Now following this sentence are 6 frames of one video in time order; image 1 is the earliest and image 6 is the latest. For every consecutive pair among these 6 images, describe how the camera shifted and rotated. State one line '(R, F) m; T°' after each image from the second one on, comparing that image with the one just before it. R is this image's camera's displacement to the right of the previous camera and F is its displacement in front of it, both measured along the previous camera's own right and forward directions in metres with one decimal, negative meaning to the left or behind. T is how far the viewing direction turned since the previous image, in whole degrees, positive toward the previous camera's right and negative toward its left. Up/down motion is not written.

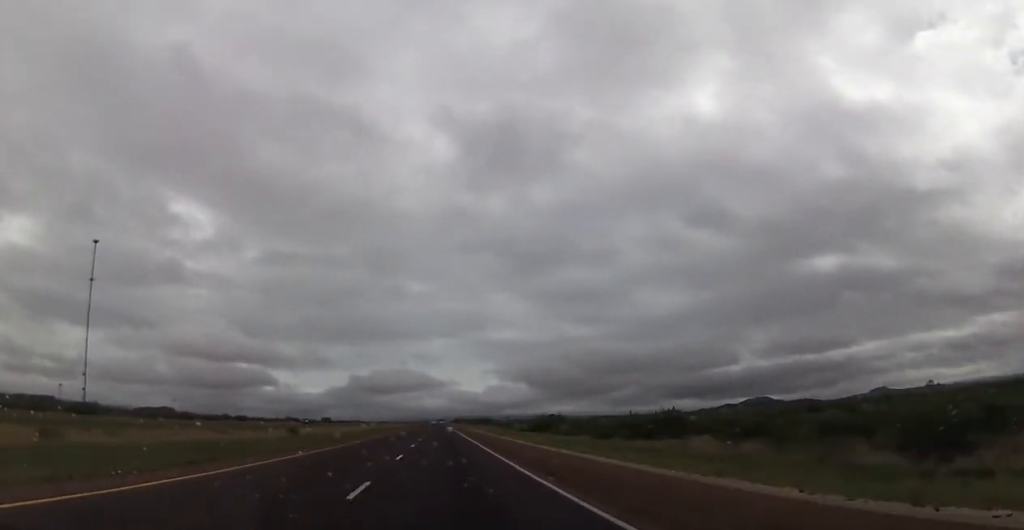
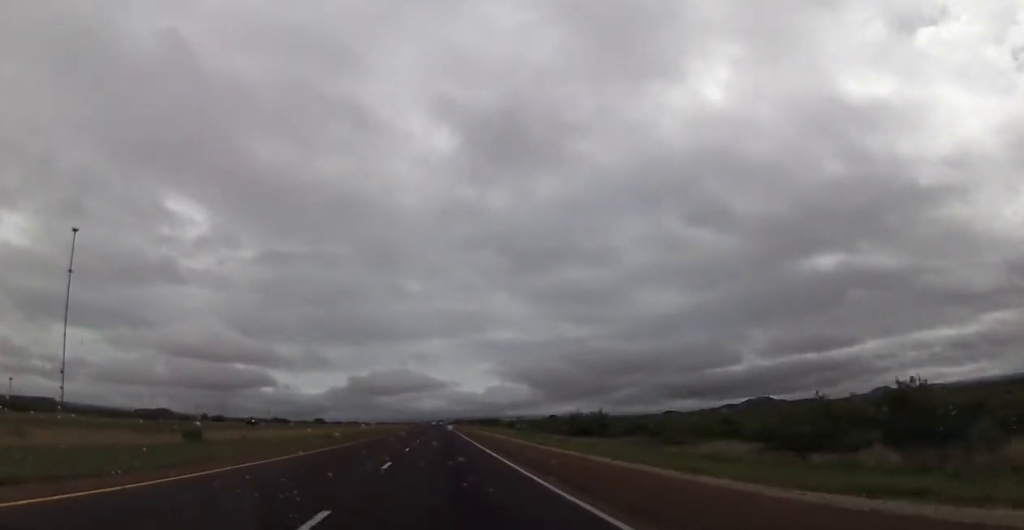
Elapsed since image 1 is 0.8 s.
(-0.5, +29.2) m; -1°
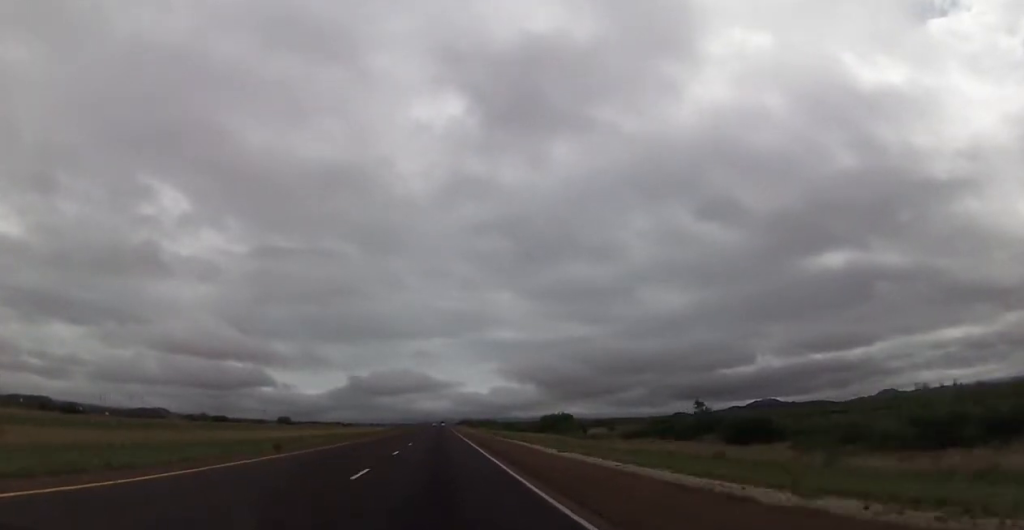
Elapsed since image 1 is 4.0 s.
(-0.1, +112.6) m; 0°
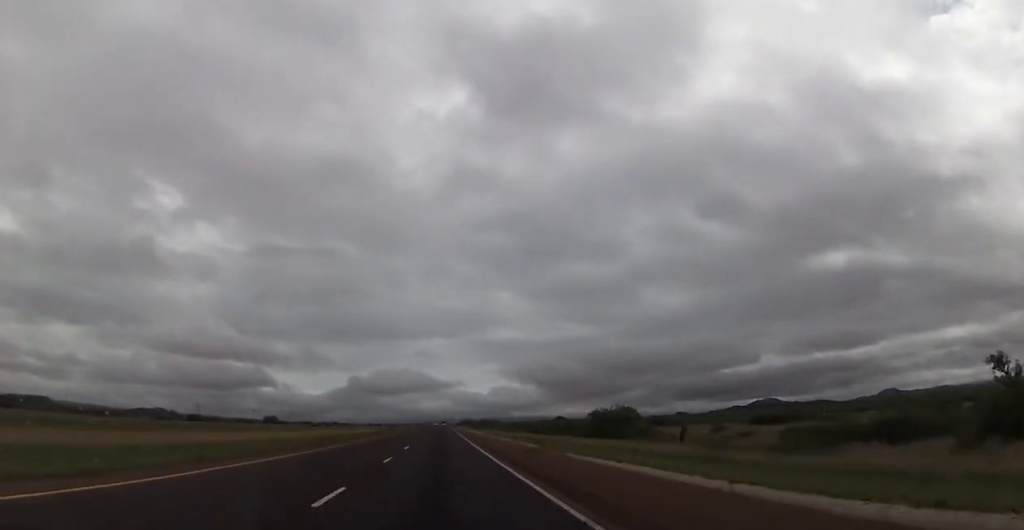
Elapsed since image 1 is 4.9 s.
(-0.1, +29.3) m; 0°
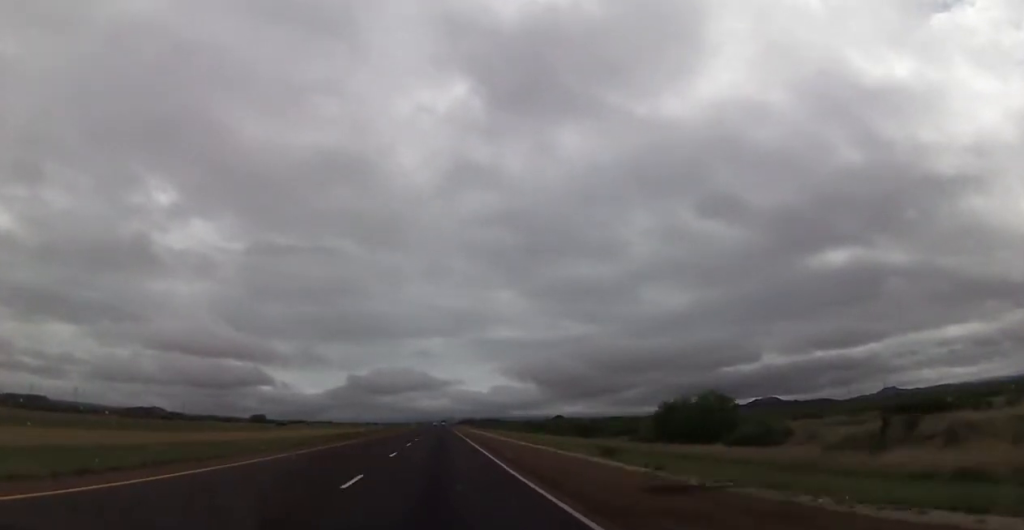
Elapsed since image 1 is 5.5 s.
(0.0, +21.1) m; 0°
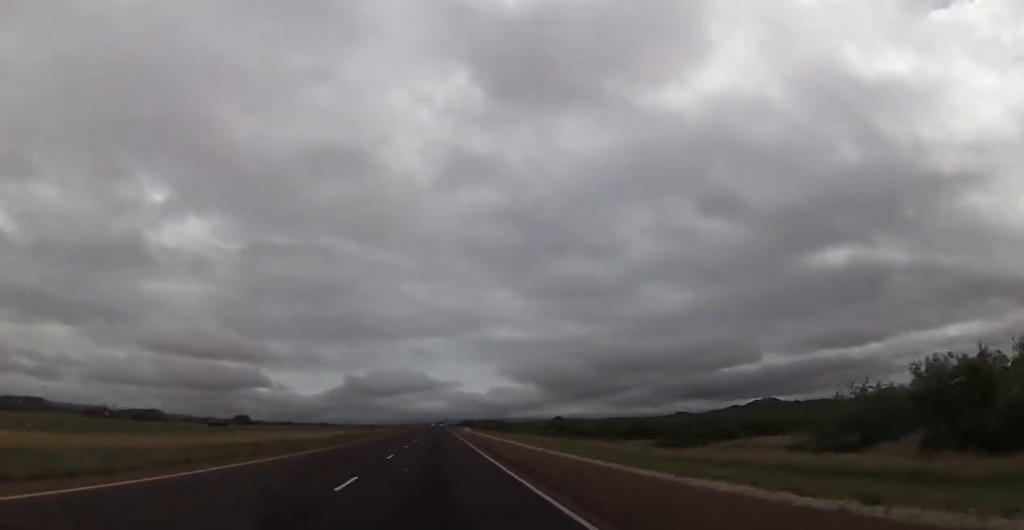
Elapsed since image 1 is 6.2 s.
(0.0, +24.7) m; 0°
